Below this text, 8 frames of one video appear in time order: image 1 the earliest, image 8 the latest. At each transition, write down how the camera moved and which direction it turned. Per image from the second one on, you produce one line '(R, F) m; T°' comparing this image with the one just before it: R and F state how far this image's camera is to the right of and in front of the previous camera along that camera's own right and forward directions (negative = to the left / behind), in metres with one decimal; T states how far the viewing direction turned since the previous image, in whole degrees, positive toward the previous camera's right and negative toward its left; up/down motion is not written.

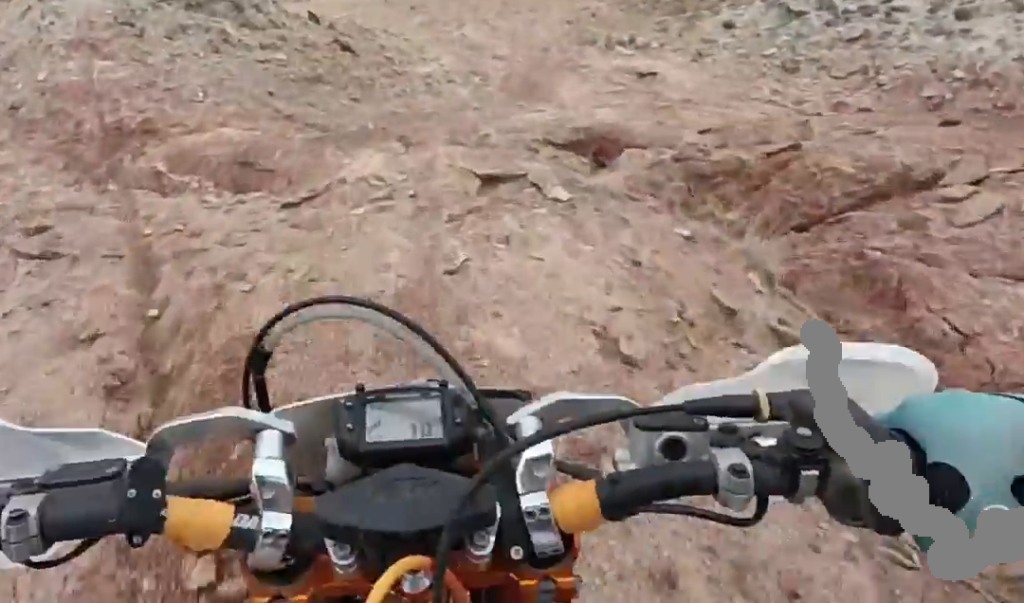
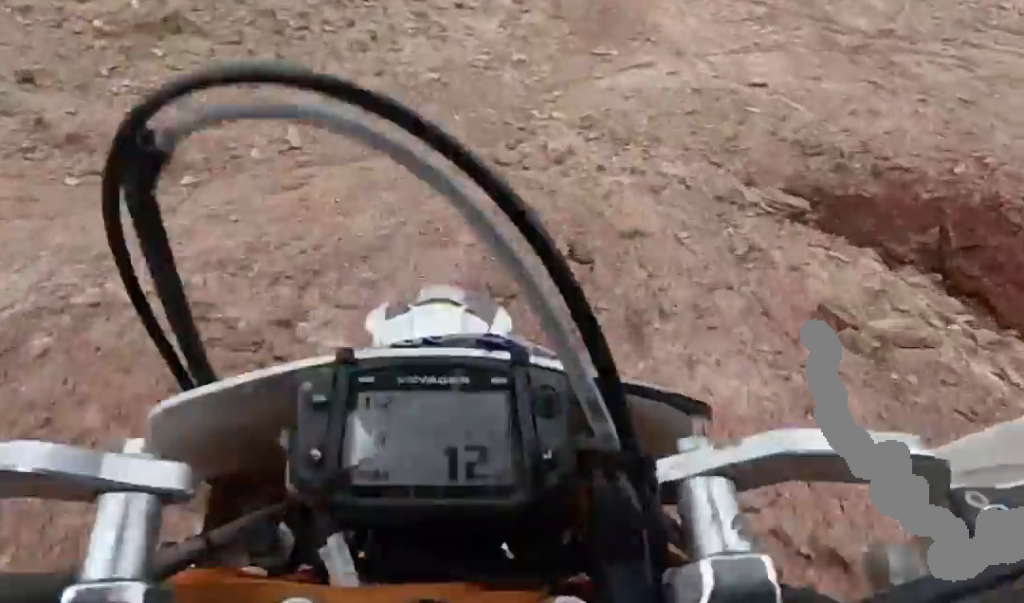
(+0.2, +6.9) m; +6°
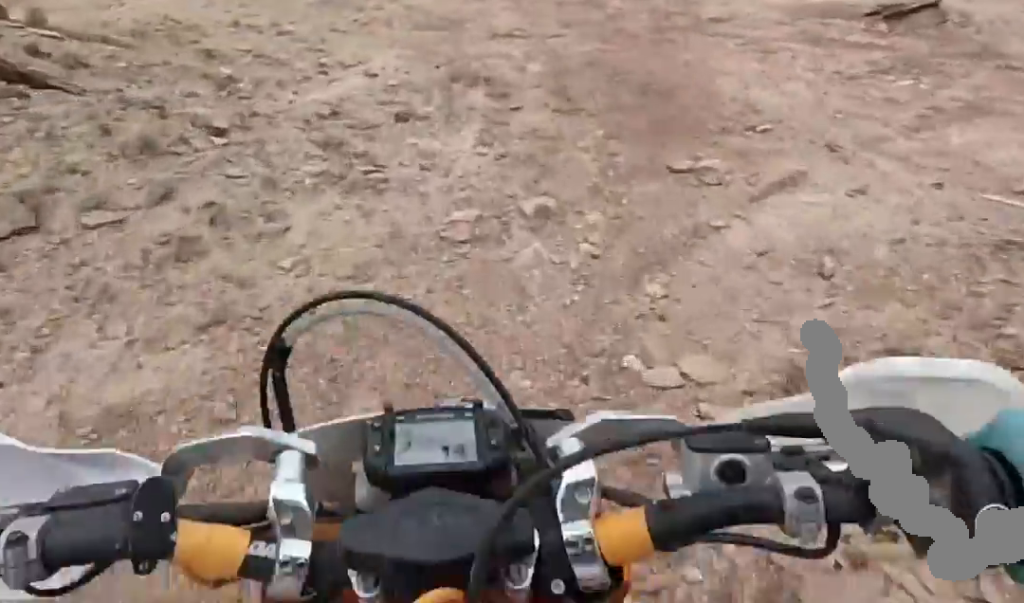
(+0.2, +4.0) m; +2°
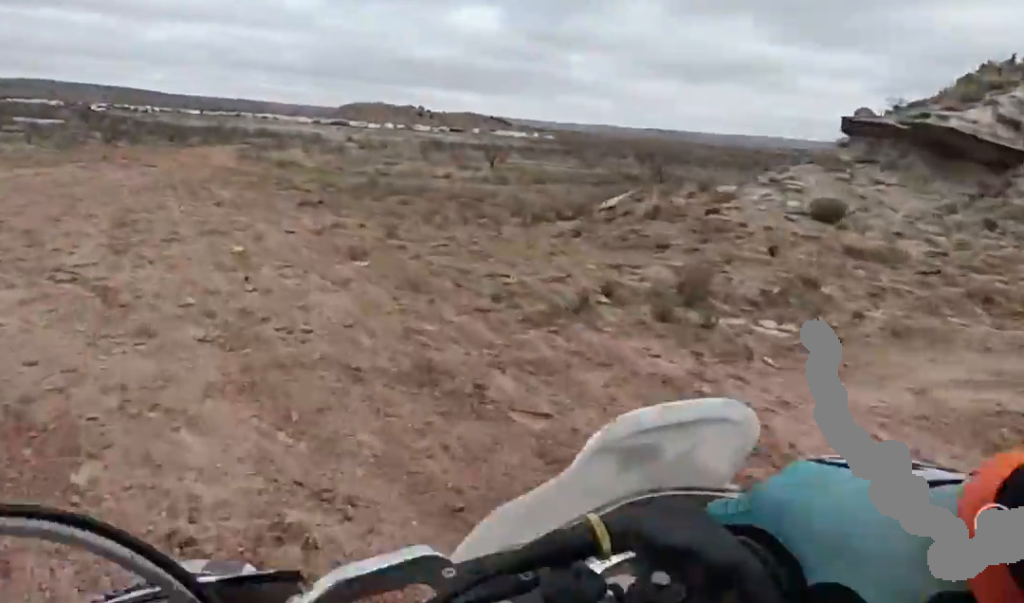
(-0.1, +6.9) m; -26°
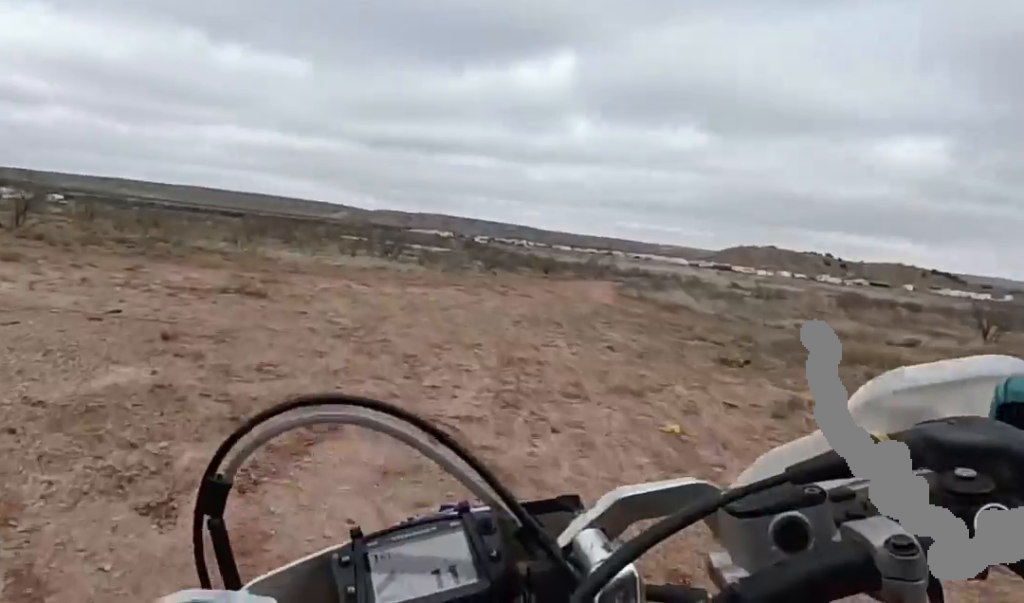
(-0.3, +2.6) m; -19°
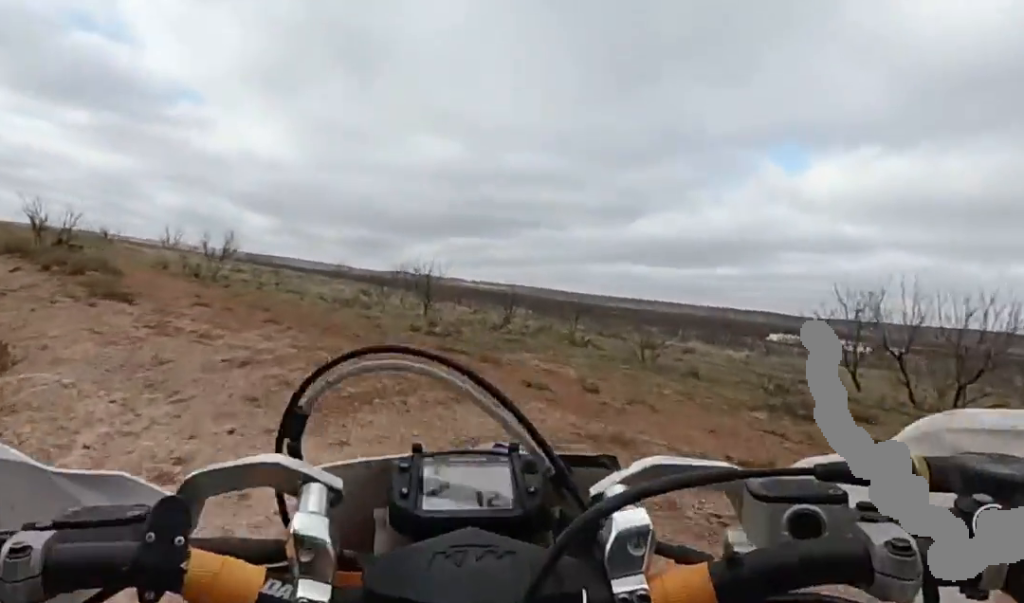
(-7.9, +11.9) m; -60°
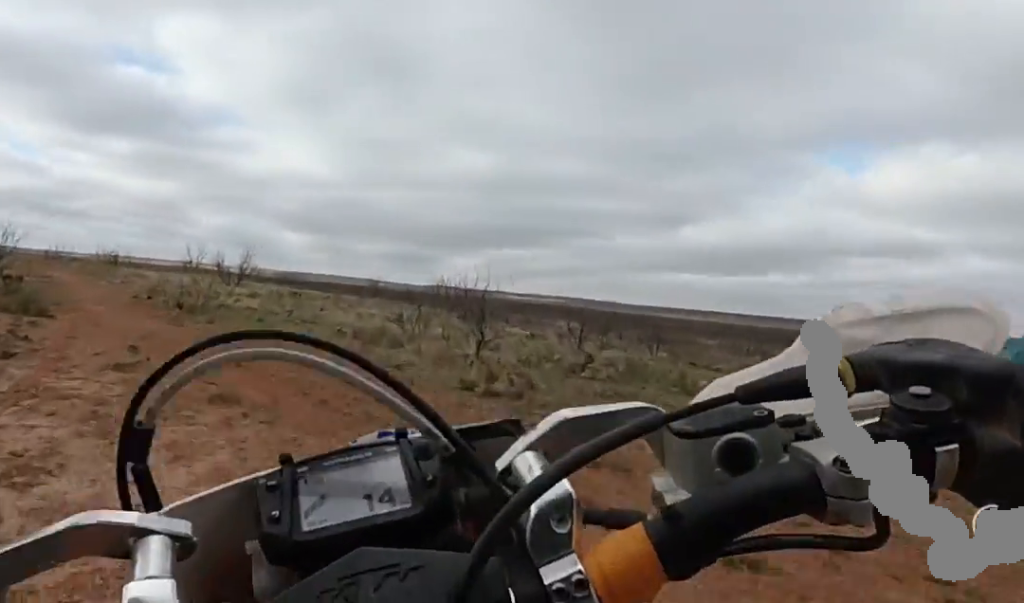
(-0.7, +4.3) m; -13°
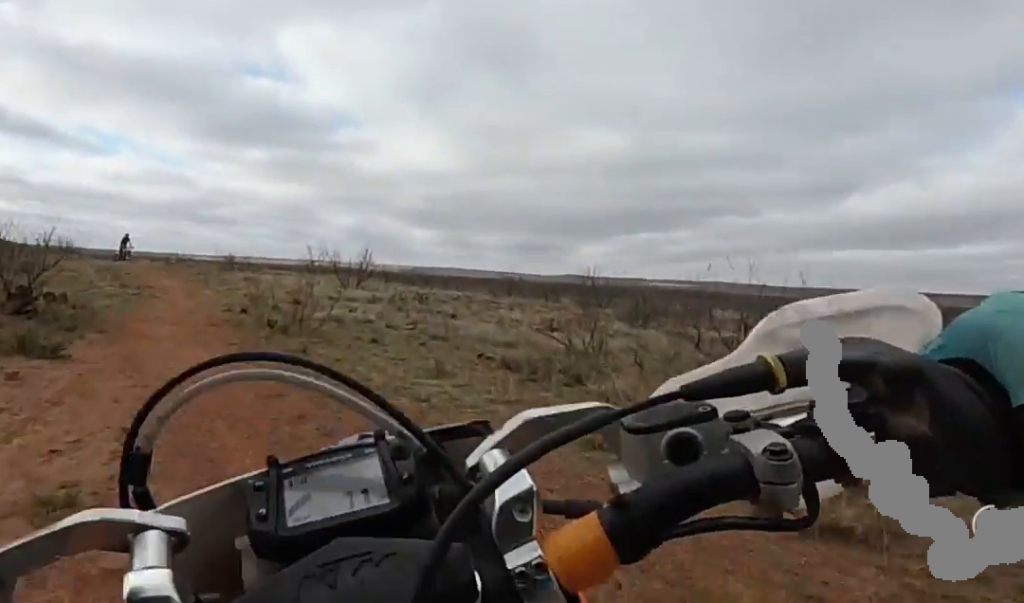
(-0.8, +5.1) m; -5°
